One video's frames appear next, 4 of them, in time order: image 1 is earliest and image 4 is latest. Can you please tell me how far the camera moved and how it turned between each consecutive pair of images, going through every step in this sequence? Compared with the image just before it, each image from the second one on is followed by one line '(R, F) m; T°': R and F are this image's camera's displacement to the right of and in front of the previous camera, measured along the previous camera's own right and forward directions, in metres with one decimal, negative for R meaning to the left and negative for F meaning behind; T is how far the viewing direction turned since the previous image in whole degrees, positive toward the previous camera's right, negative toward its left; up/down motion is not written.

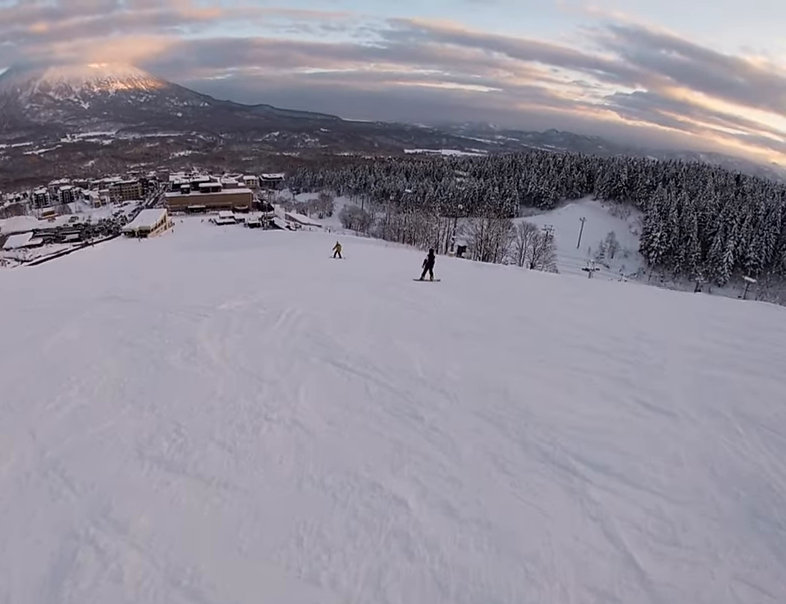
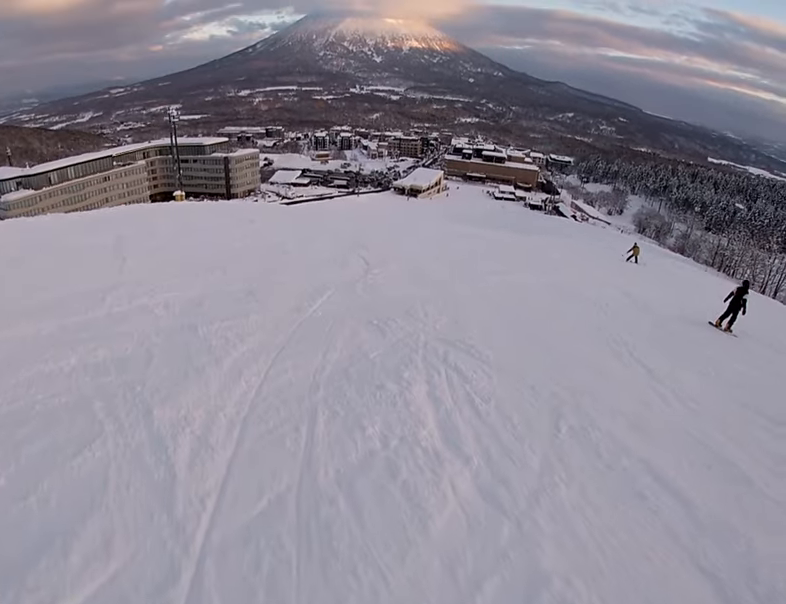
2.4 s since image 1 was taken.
(-3.2, +16.8) m; -18°
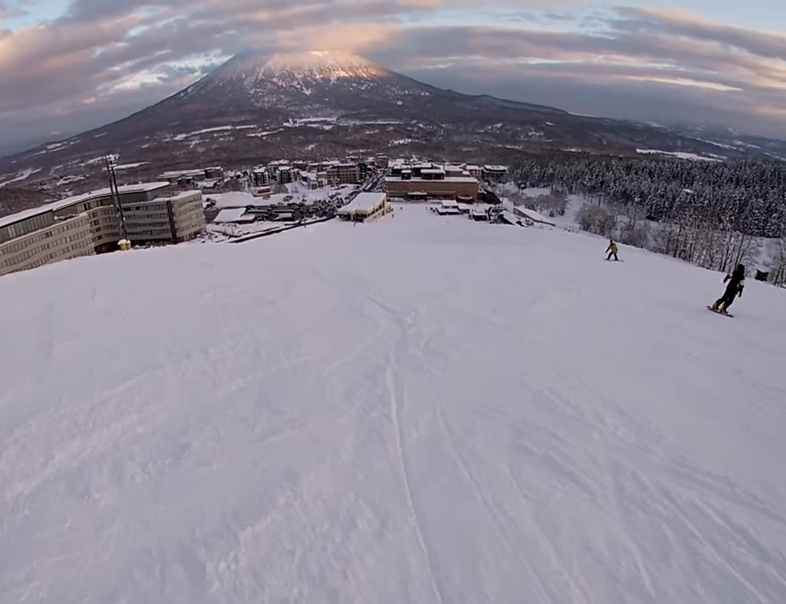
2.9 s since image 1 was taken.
(0.0, +3.6) m; +1°
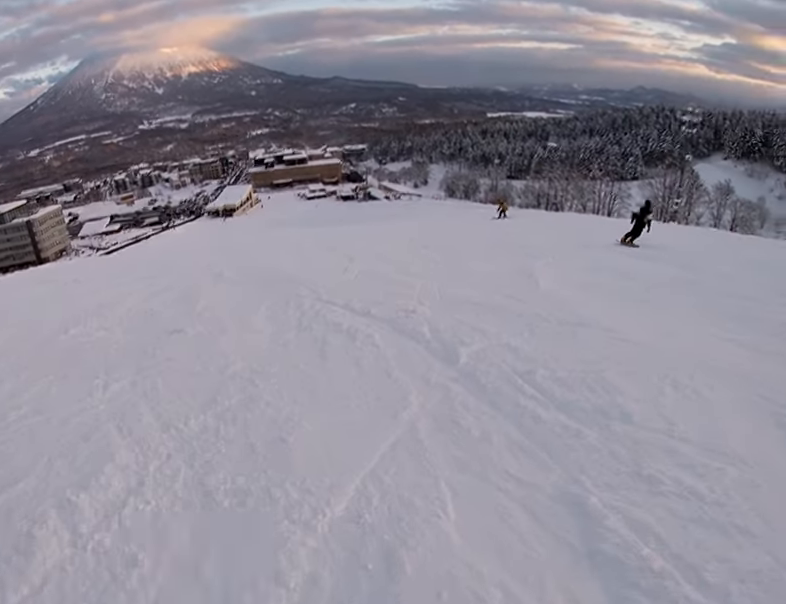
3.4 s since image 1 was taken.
(0.0, +3.8) m; +3°
